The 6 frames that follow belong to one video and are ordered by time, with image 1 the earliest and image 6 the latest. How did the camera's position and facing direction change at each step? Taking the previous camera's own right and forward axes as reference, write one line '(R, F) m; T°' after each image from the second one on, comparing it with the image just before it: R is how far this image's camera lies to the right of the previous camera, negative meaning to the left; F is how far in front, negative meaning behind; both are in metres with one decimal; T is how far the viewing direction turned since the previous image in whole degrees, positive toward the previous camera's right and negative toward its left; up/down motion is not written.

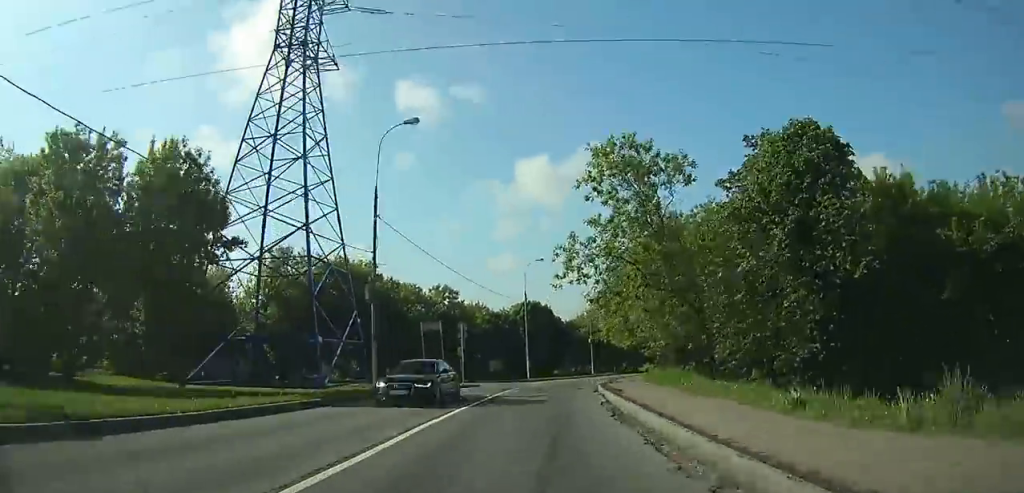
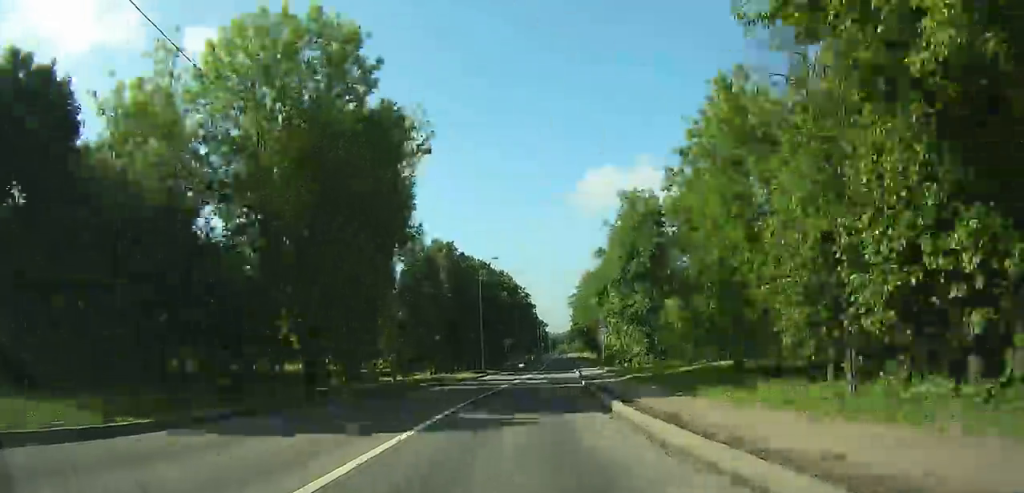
(+21.6, +86.5) m; +29°
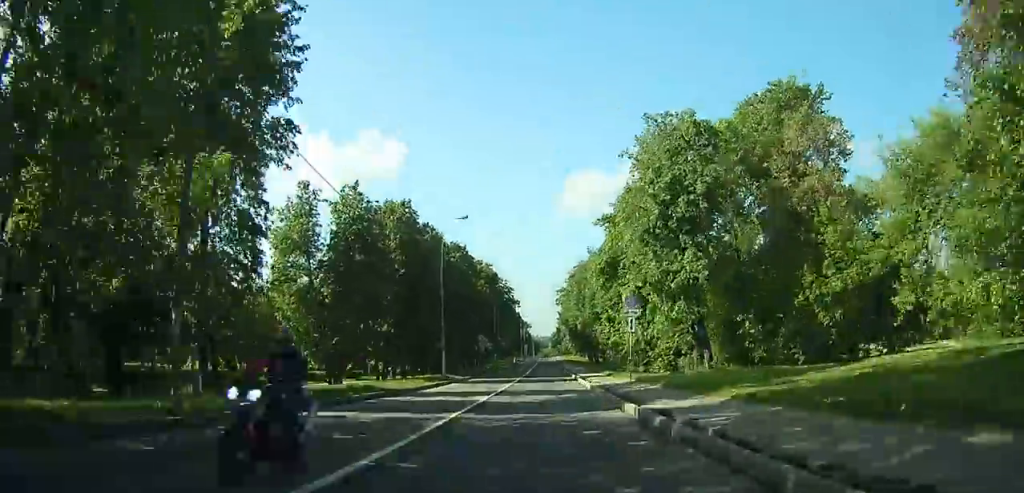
(-1.5, +18.3) m; -3°
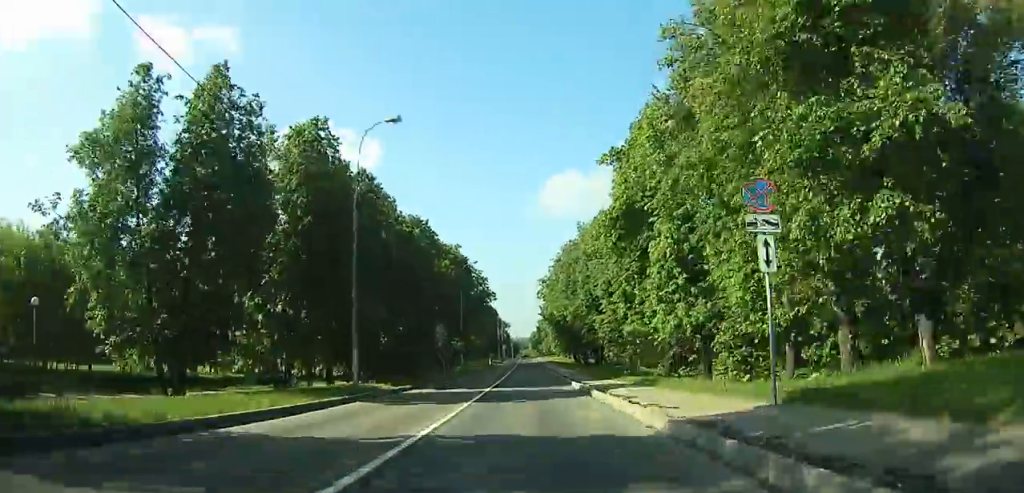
(-0.7, +18.6) m; -2°
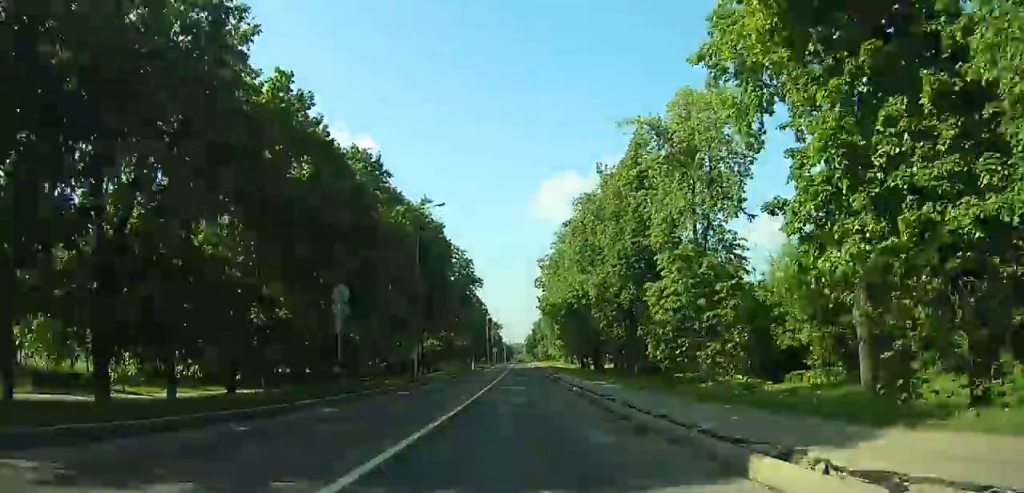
(-0.1, +27.0) m; -1°
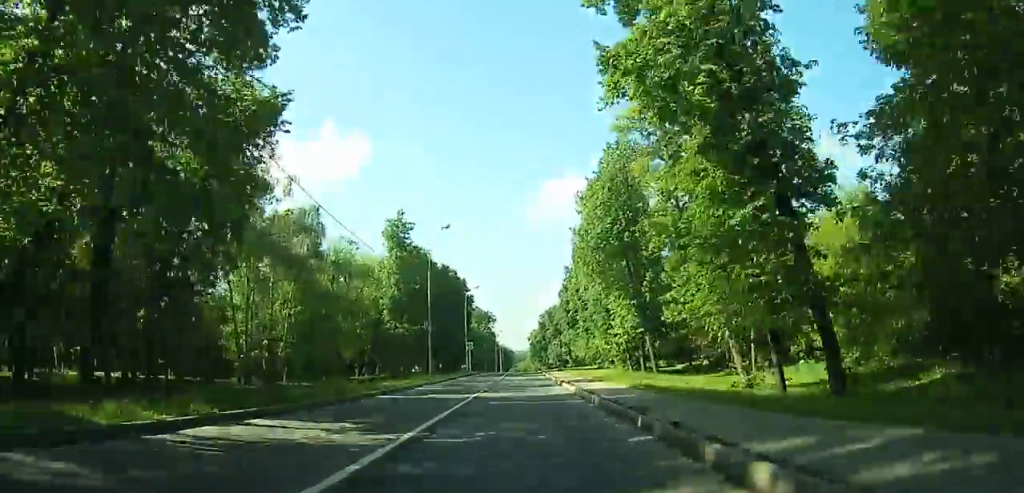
(-0.5, +83.7) m; 0°
